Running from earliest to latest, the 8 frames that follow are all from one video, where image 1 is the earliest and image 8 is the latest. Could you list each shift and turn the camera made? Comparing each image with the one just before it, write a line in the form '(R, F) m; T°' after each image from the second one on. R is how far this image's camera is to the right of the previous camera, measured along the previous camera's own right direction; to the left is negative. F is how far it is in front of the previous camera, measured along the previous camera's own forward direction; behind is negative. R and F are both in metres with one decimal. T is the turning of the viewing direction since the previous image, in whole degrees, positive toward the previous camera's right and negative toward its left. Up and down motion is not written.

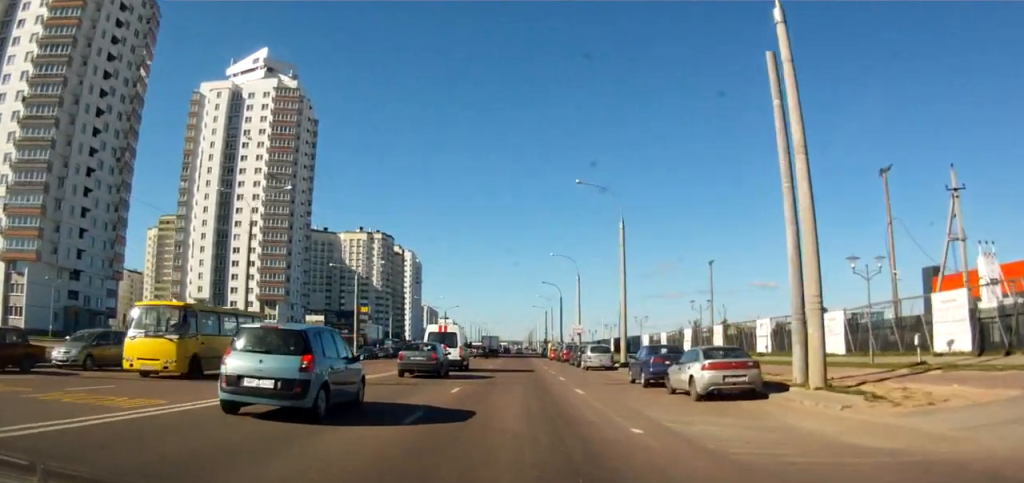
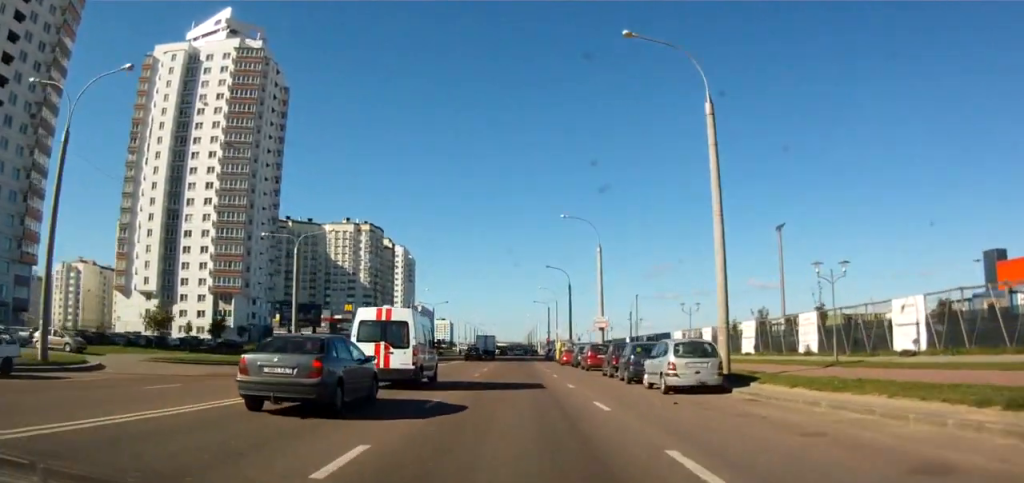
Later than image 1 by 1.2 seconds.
(0.0, +20.4) m; 0°
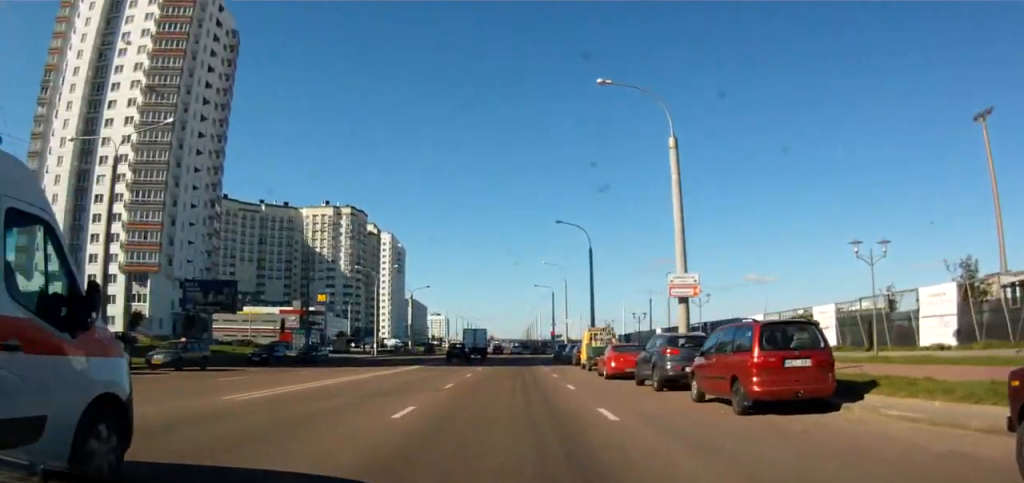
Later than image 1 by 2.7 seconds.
(+0.1, +26.1) m; 0°
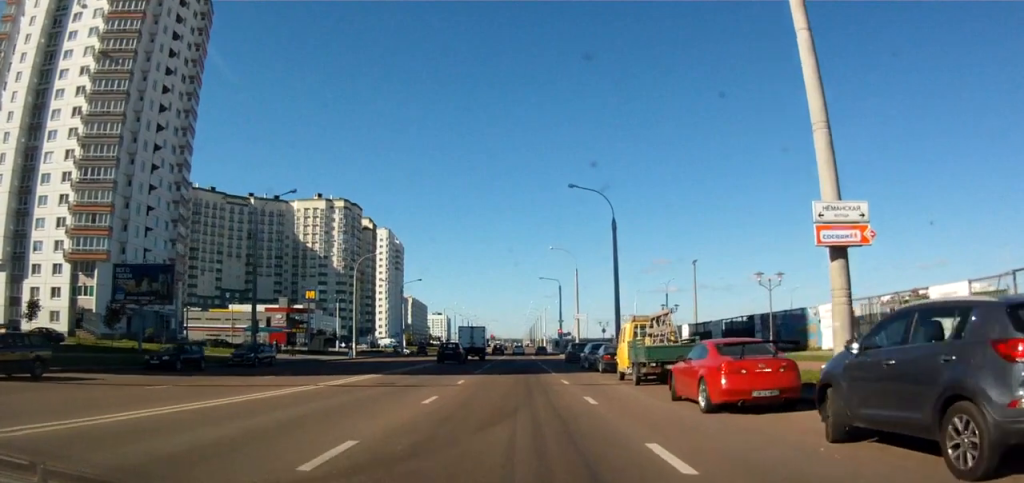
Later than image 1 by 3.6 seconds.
(0.0, +12.8) m; -1°
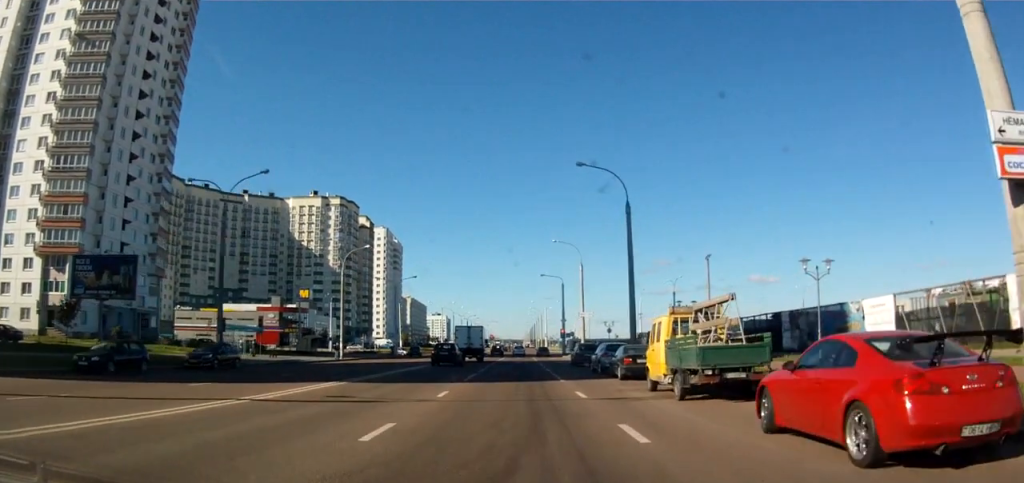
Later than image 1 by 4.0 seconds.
(0.0, +5.8) m; -1°
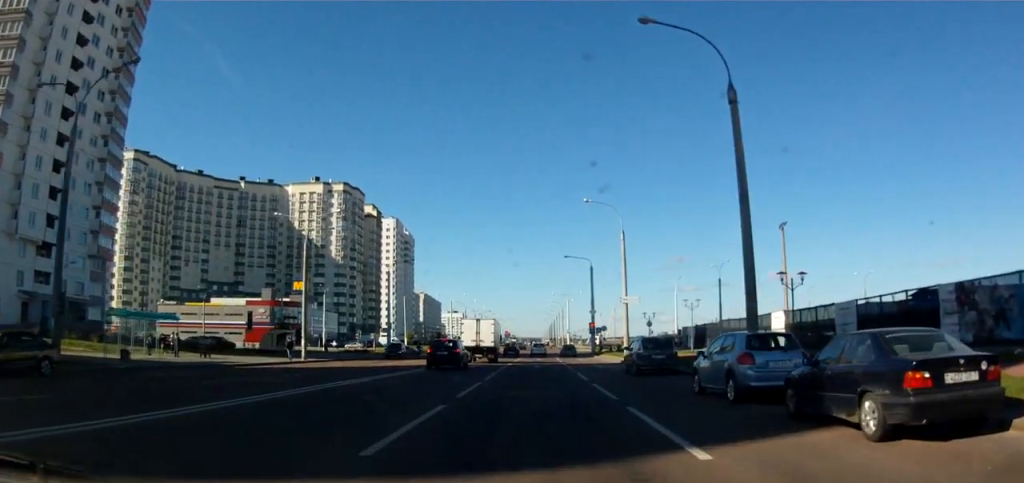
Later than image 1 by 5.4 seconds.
(-0.4, +18.1) m; -1°
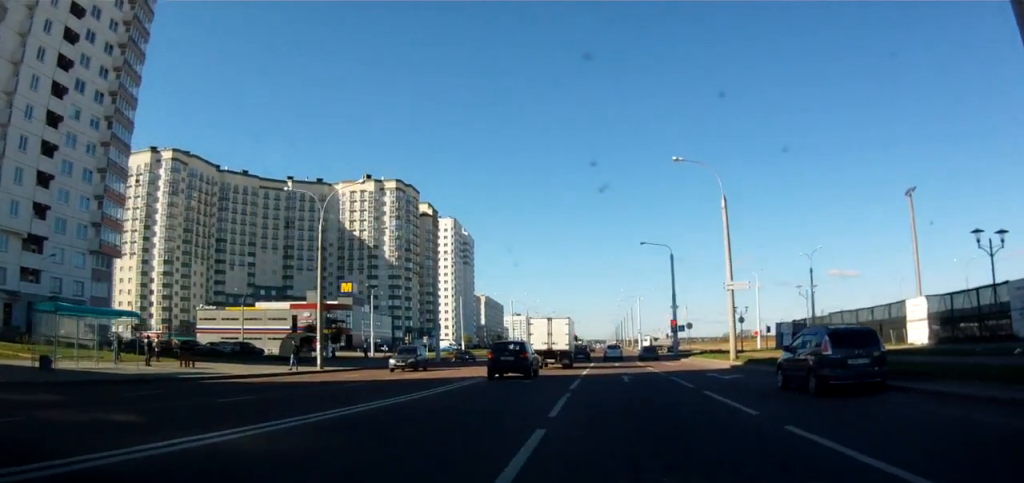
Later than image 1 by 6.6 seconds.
(+0.1, +12.4) m; -4°
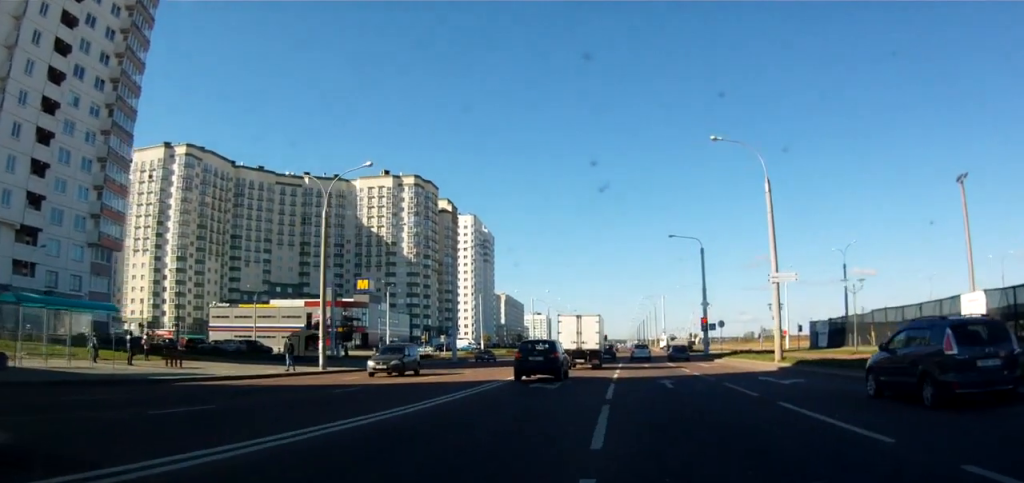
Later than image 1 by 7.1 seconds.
(-0.1, +4.3) m; -2°
